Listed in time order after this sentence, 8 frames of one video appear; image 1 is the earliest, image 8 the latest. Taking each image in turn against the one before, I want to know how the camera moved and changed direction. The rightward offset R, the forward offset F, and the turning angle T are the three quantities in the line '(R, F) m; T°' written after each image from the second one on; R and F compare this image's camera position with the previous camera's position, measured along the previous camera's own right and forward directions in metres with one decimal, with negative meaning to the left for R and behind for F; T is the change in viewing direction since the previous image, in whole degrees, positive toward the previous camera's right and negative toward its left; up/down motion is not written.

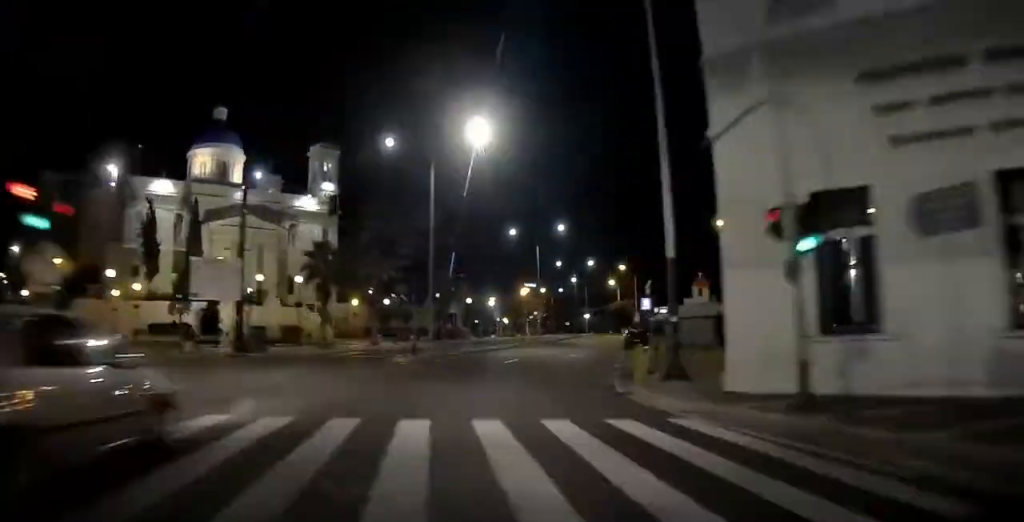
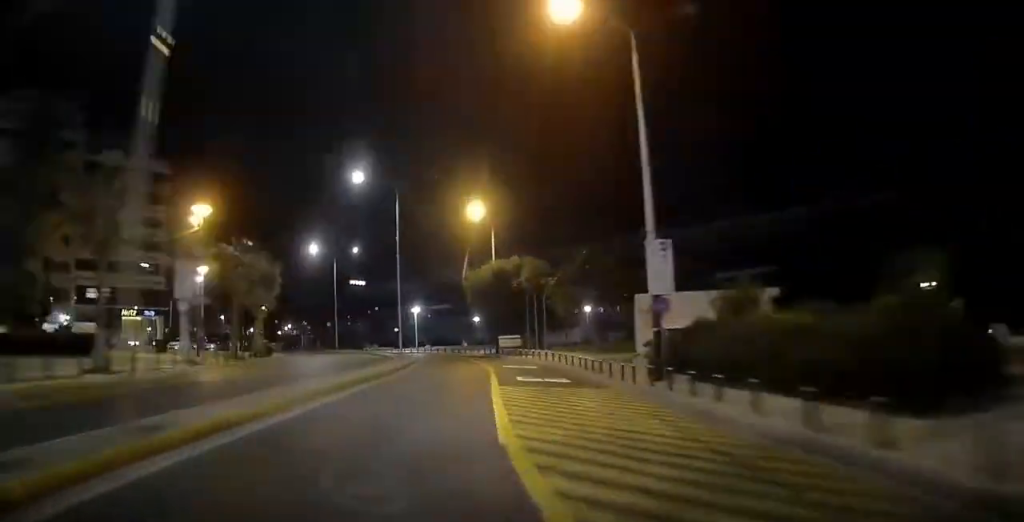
(+1.2, +79.3) m; -10°
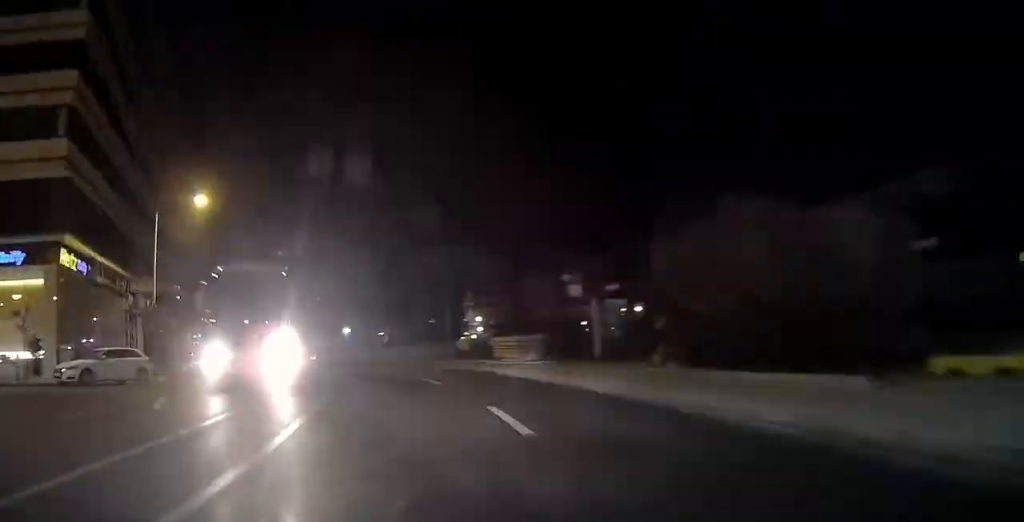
(-12.4, +64.4) m; -22°
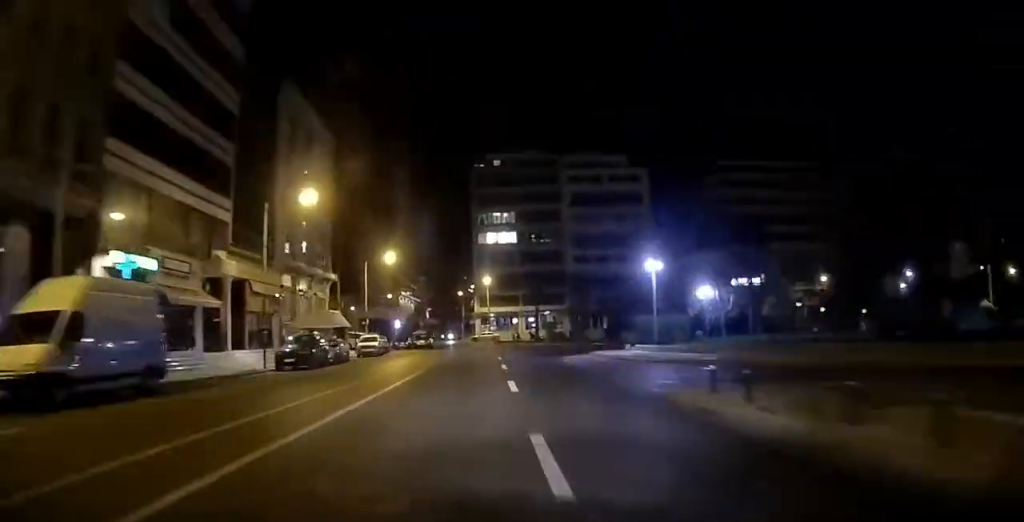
(-13.7, +69.2) m; +10°
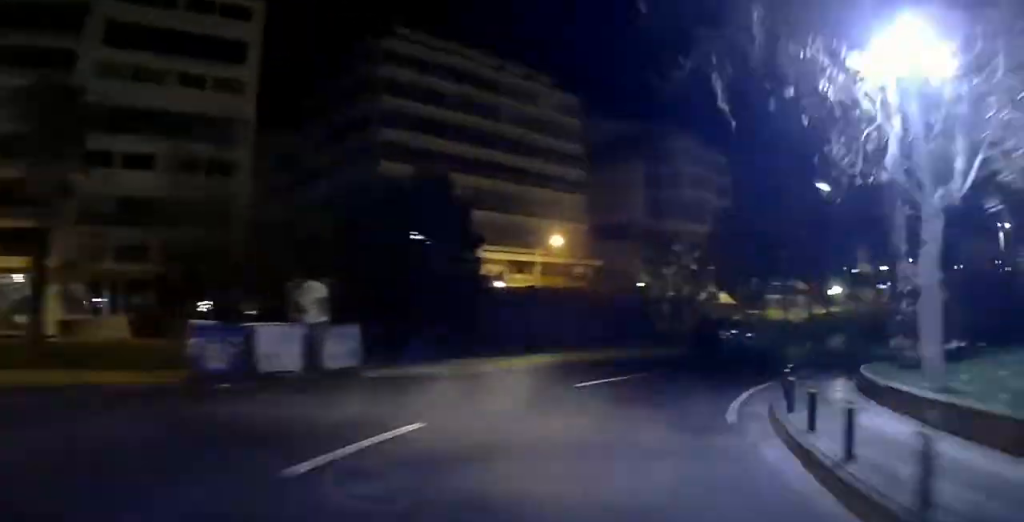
(+14.7, +44.6) m; +35°
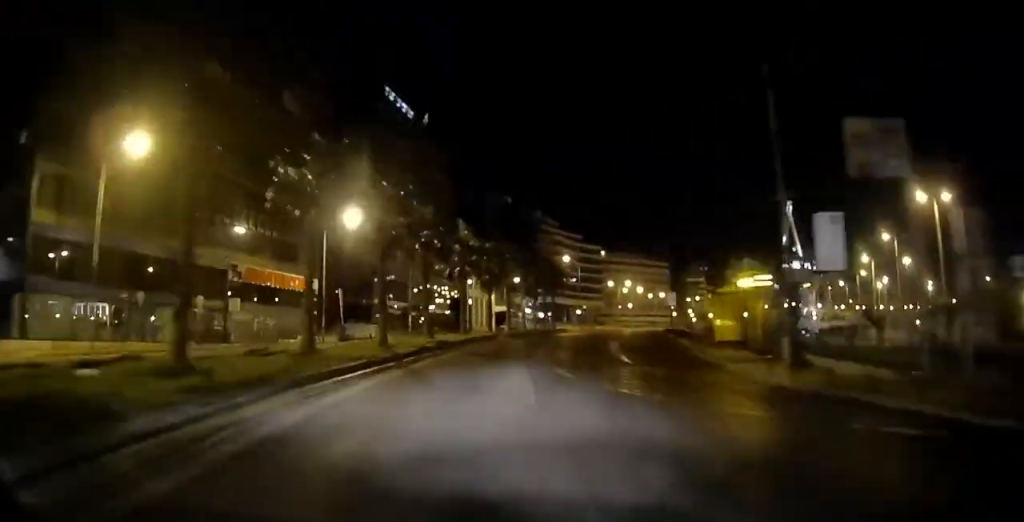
(+33.7, +96.9) m; +26°
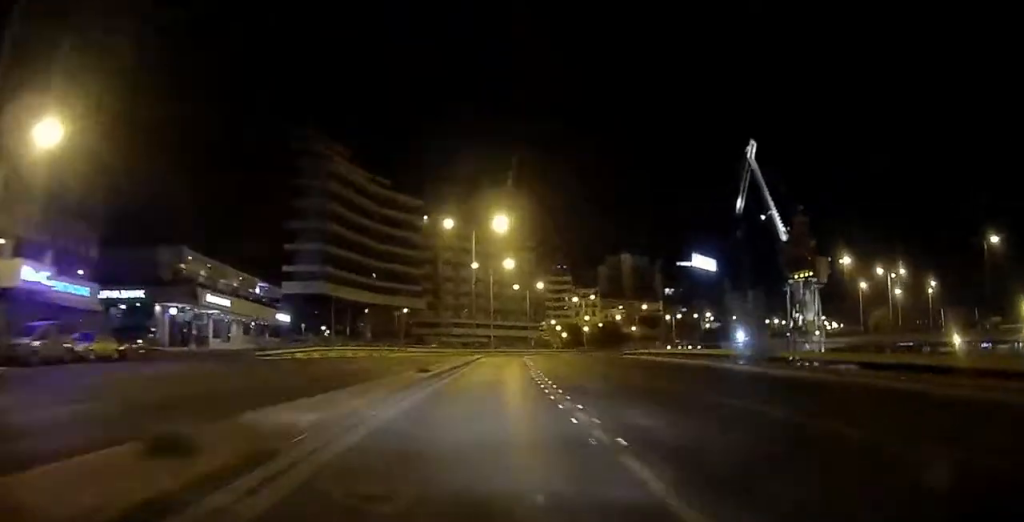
(+12.6, +95.1) m; +15°
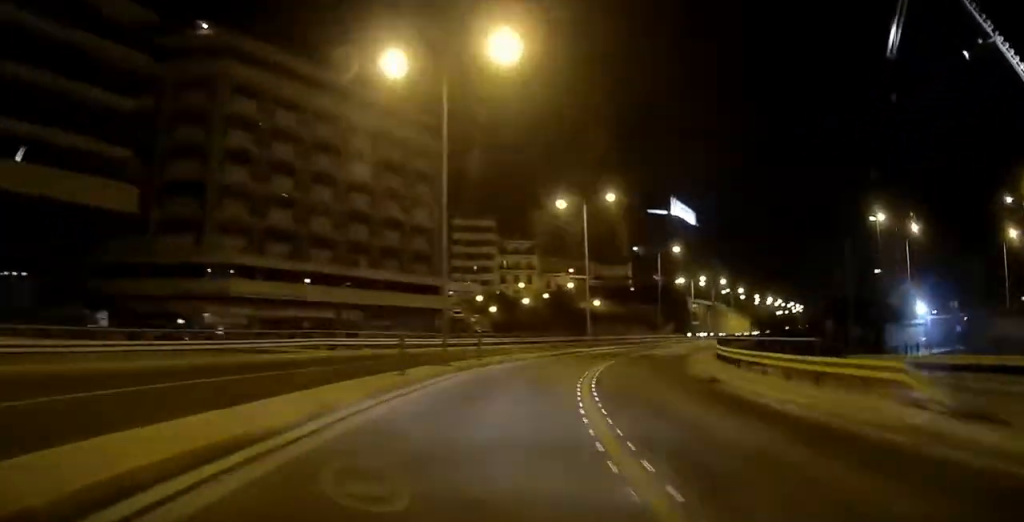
(+6.9, +77.0) m; +17°
